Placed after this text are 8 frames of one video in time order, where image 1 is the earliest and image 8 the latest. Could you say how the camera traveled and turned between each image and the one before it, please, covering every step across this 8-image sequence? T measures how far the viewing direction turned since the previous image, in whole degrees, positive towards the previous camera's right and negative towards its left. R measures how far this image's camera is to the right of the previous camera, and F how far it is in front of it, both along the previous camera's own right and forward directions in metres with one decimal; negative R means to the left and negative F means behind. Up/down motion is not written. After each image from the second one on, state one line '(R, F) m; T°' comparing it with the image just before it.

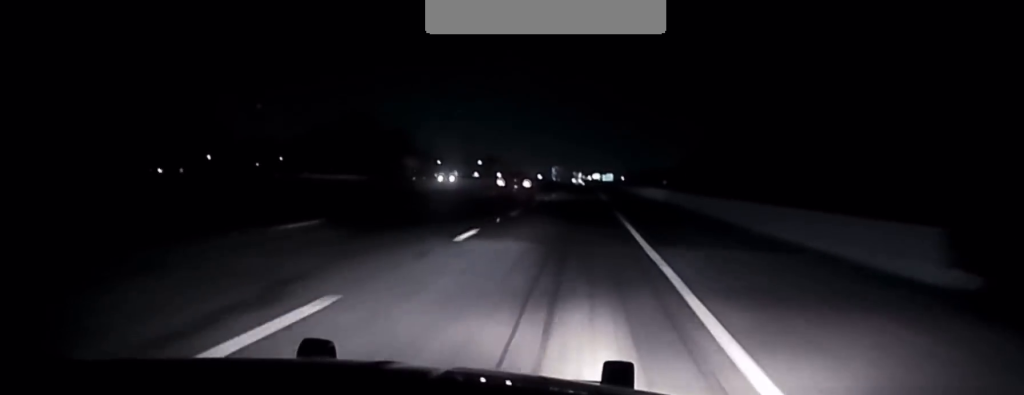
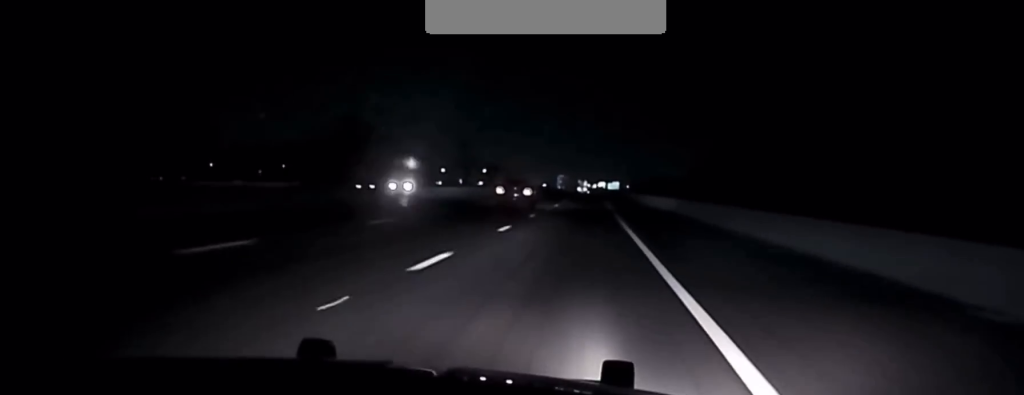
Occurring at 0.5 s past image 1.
(-0.4, +16.7) m; 0°
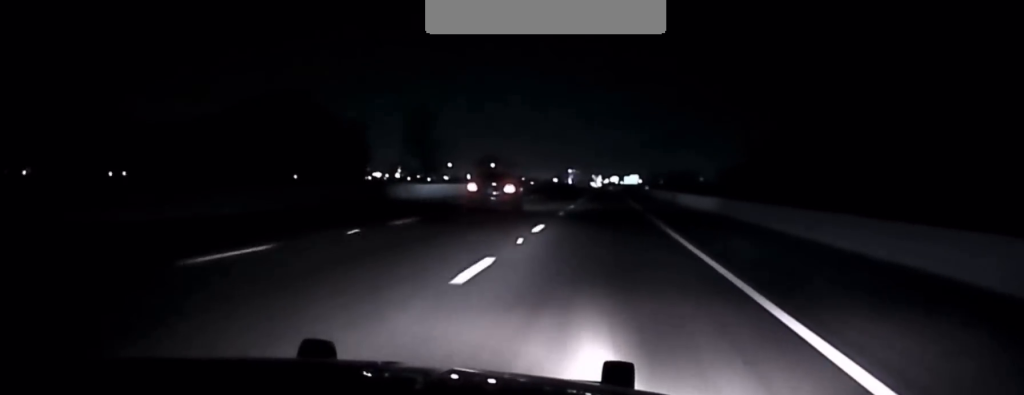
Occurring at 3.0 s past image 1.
(-0.5, +85.1) m; -1°
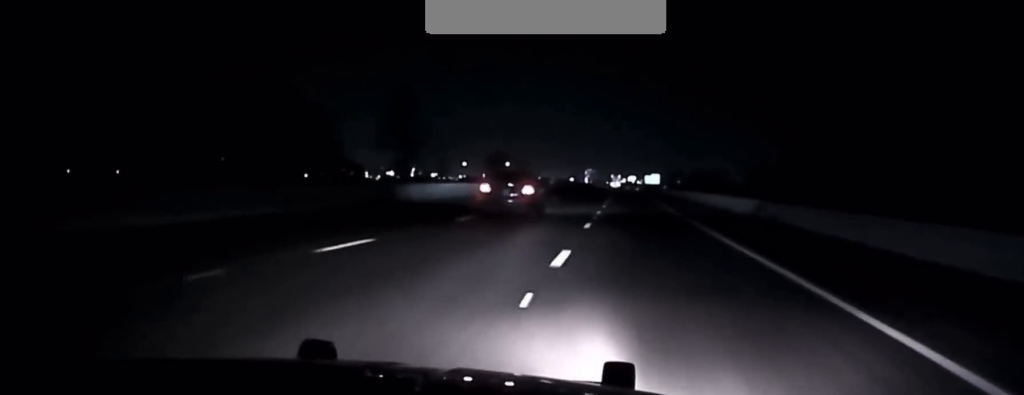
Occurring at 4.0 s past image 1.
(-0.1, +32.9) m; 0°
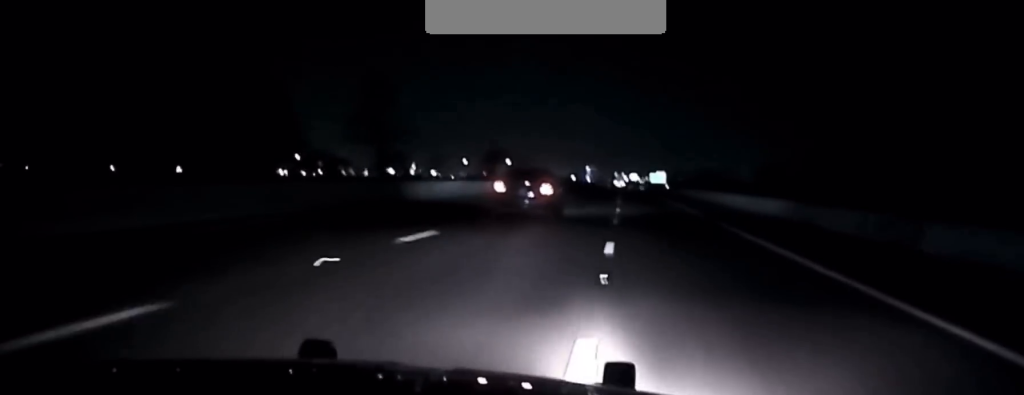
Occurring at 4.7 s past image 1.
(-0.1, +21.2) m; 0°
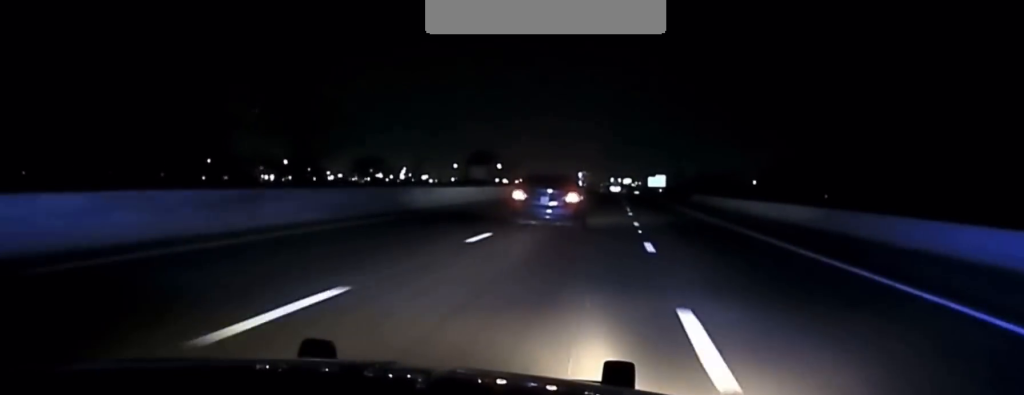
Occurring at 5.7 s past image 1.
(-0.1, +32.3) m; 0°
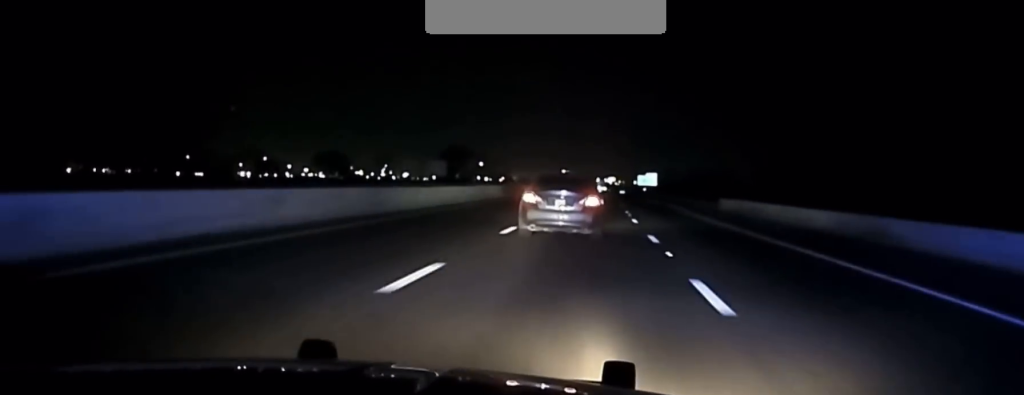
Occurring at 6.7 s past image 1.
(-0.1, +29.1) m; 0°
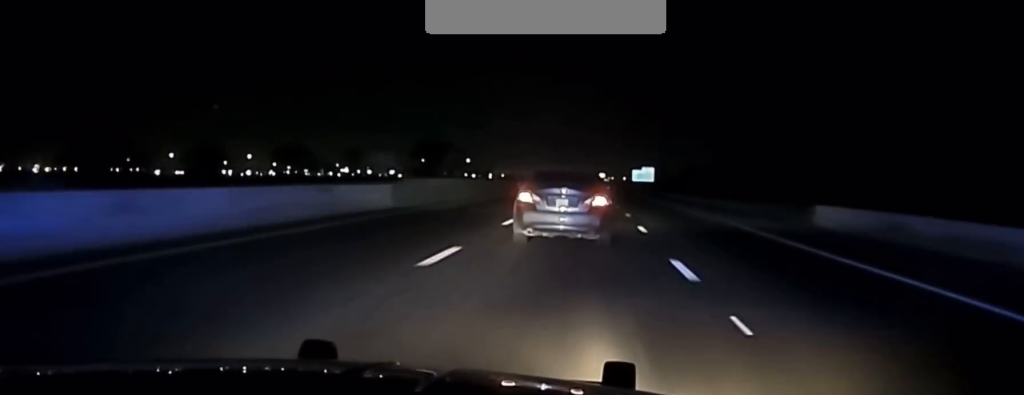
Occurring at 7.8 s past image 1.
(+0.4, +29.3) m; +1°
